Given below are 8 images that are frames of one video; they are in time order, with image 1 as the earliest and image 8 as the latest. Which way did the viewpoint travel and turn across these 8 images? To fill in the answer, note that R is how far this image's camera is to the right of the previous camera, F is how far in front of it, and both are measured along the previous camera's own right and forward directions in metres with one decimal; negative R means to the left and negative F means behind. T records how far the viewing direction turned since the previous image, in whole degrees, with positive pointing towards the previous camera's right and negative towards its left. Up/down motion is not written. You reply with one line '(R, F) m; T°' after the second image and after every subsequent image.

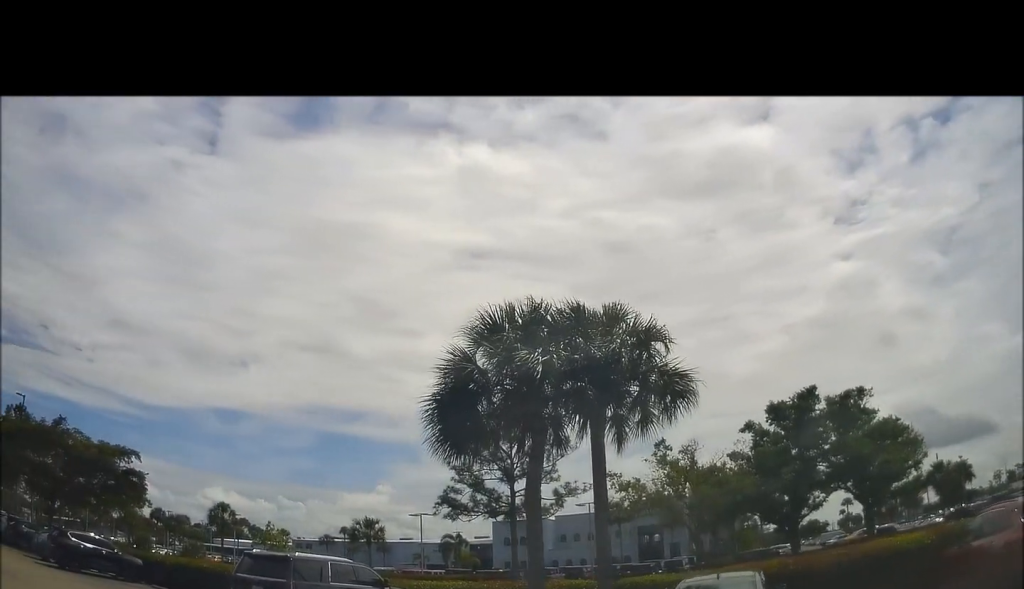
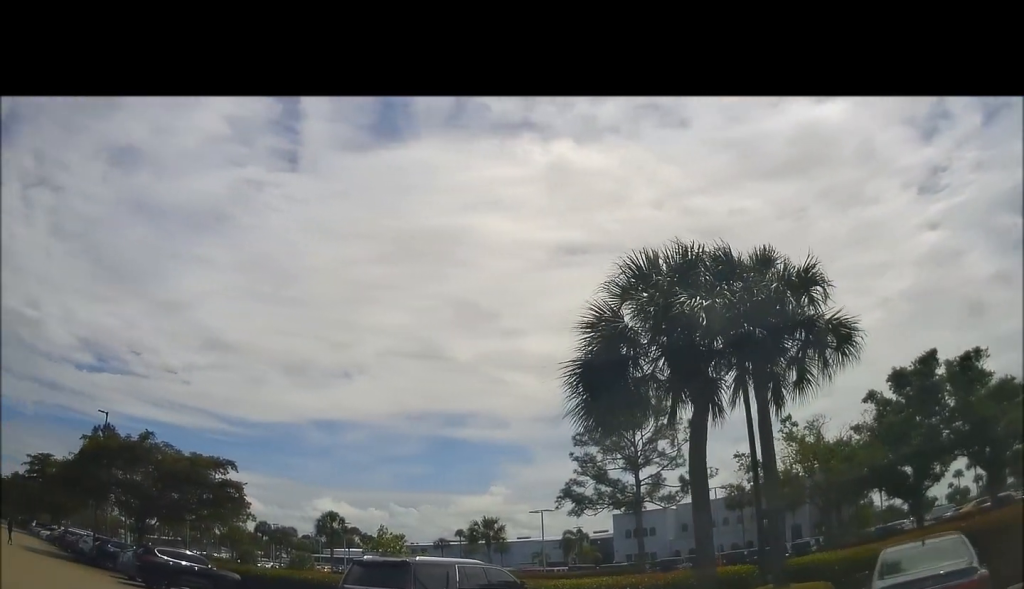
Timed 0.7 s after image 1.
(-0.1, +1.7) m; -6°
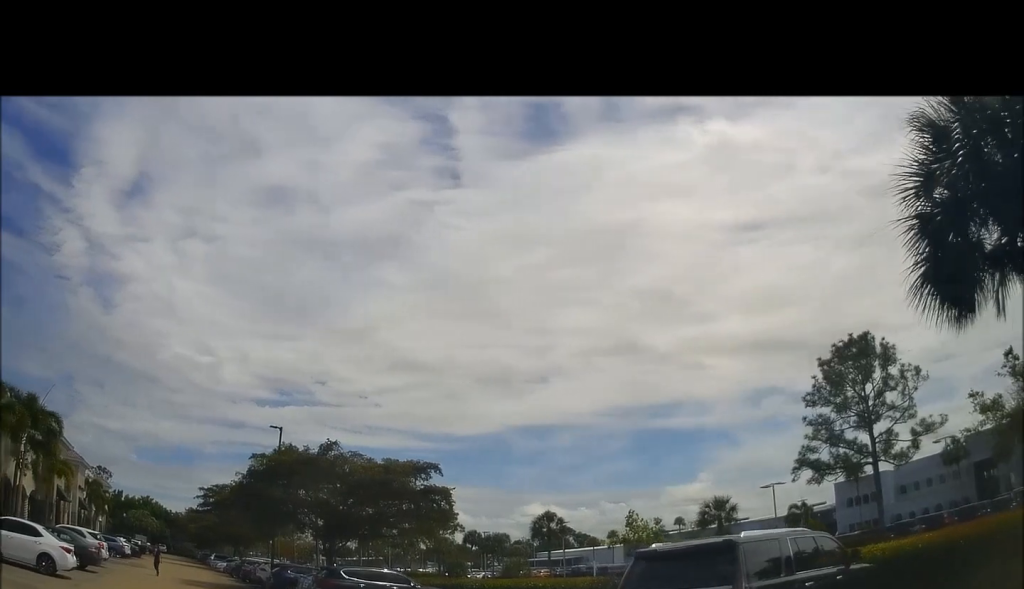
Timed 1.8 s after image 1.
(-0.3, +3.4) m; -7°
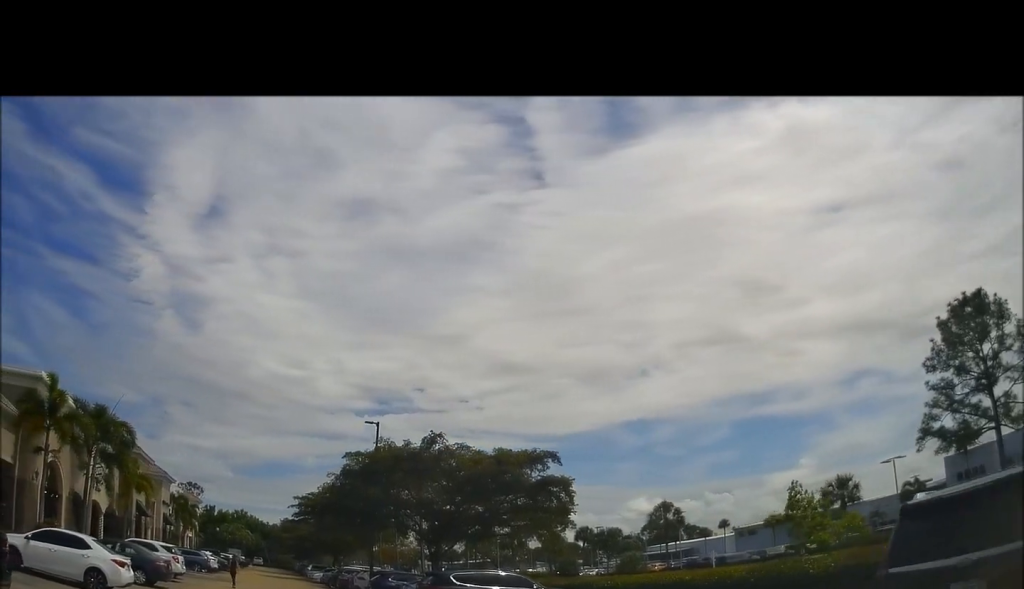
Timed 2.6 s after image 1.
(+0.1, +2.4) m; -7°
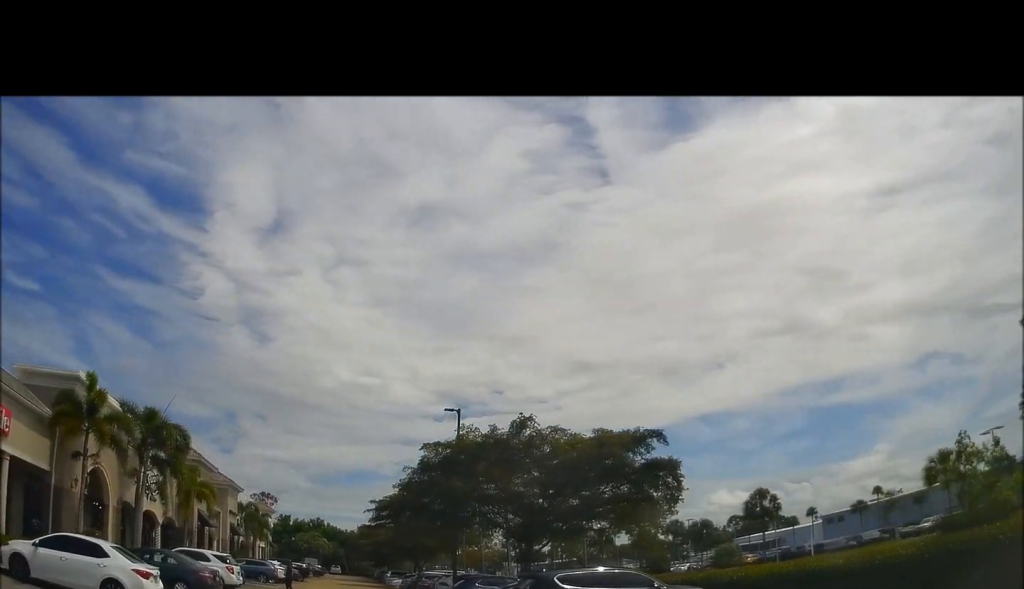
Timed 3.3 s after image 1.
(-0.3, +2.6) m; -12°
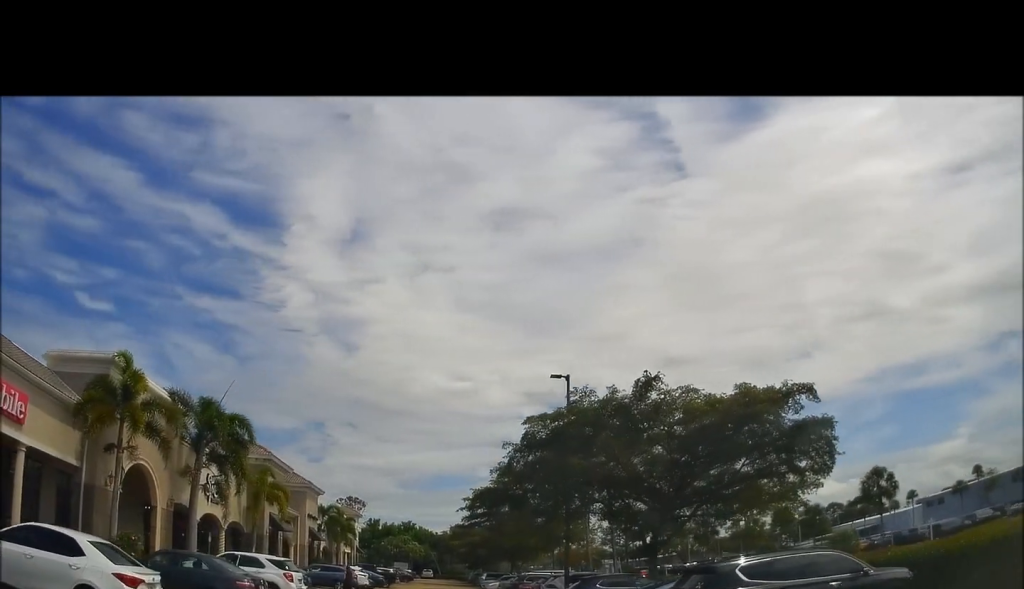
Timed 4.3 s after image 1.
(-0.5, +3.9) m; -8°
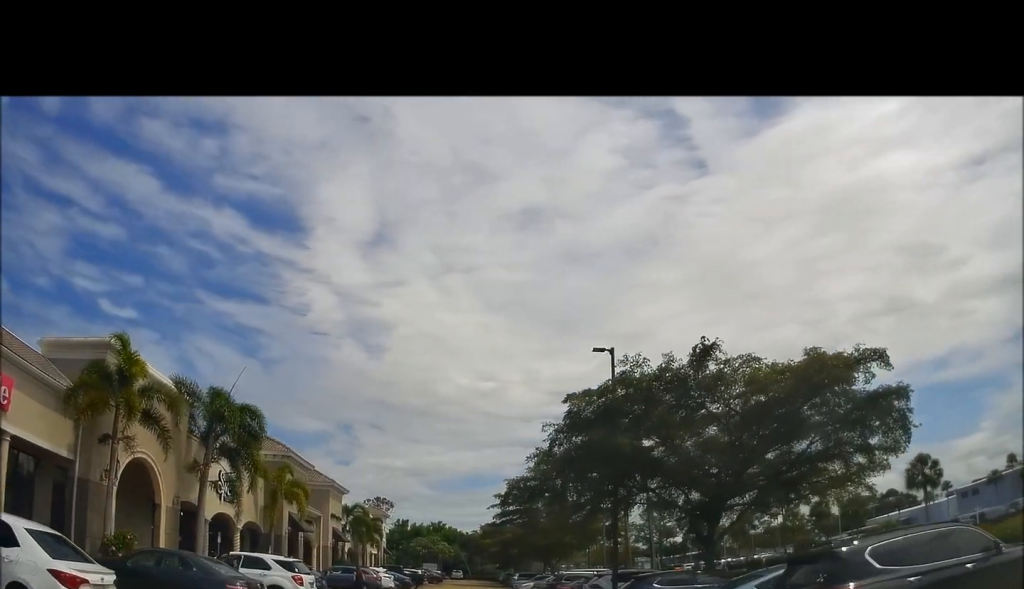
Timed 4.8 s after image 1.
(-0.1, +2.3) m; -2°
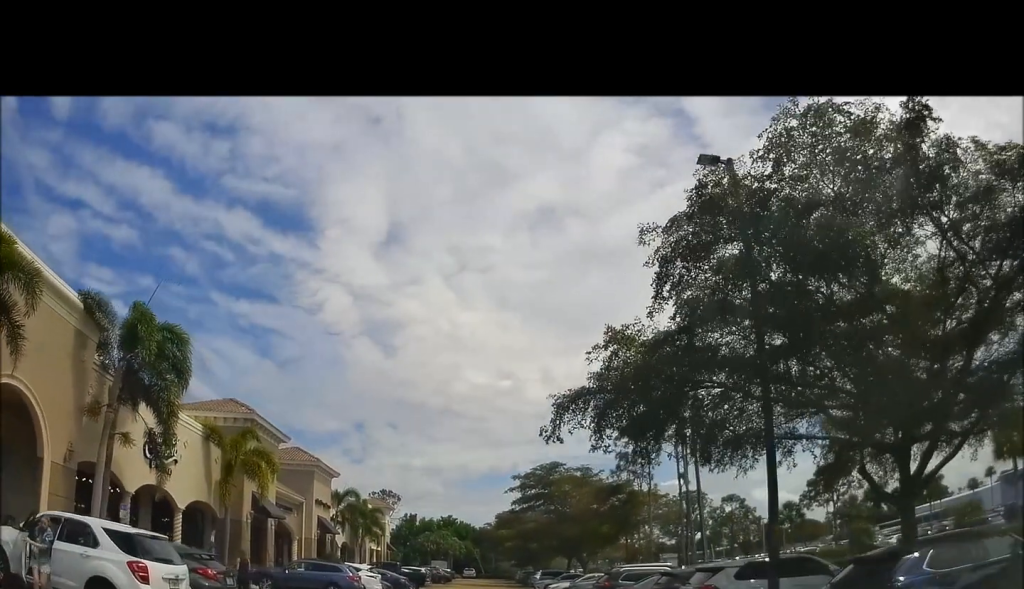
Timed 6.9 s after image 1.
(-0.1, +9.7) m; -4°
